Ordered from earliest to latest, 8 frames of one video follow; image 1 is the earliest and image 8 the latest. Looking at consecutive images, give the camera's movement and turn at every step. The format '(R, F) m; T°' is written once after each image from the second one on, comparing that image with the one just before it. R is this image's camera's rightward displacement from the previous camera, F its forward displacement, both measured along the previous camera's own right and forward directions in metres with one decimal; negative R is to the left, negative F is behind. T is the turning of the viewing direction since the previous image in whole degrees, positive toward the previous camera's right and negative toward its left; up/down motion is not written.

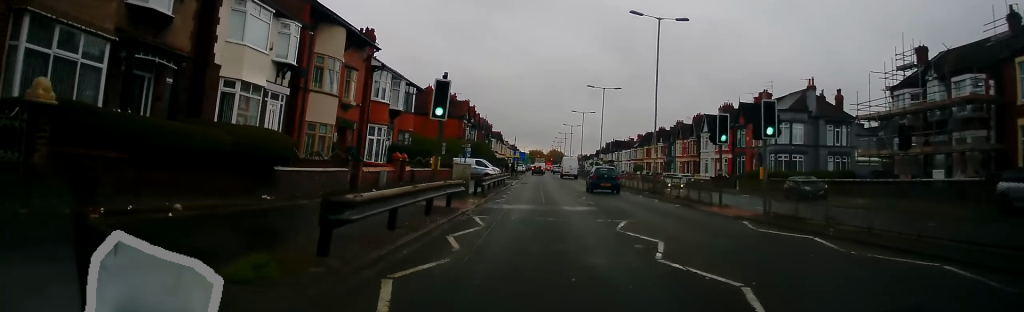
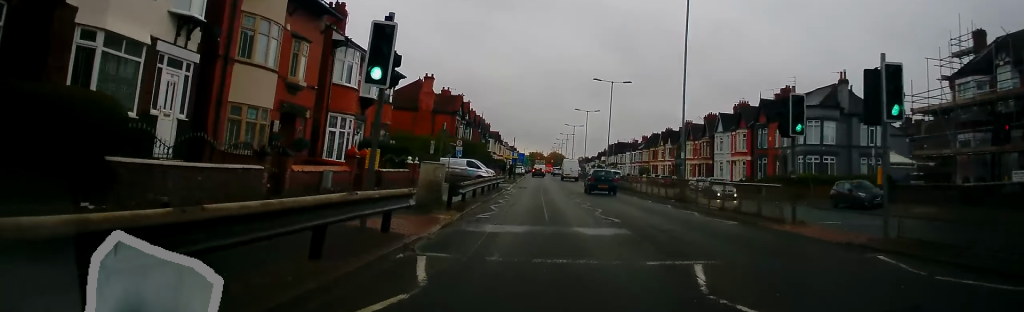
(0.0, +6.5) m; +1°
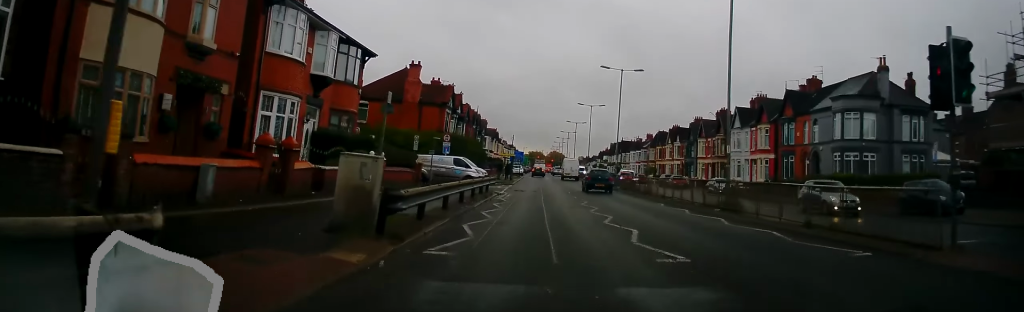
(+0.5, +6.8) m; +1°
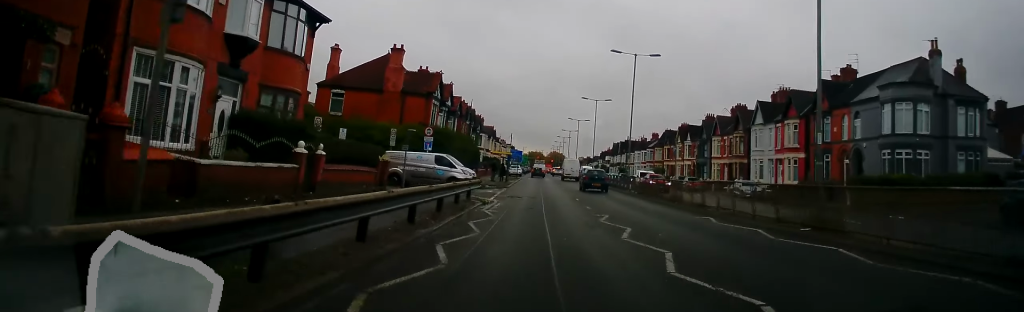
(-0.1, +7.1) m; -1°
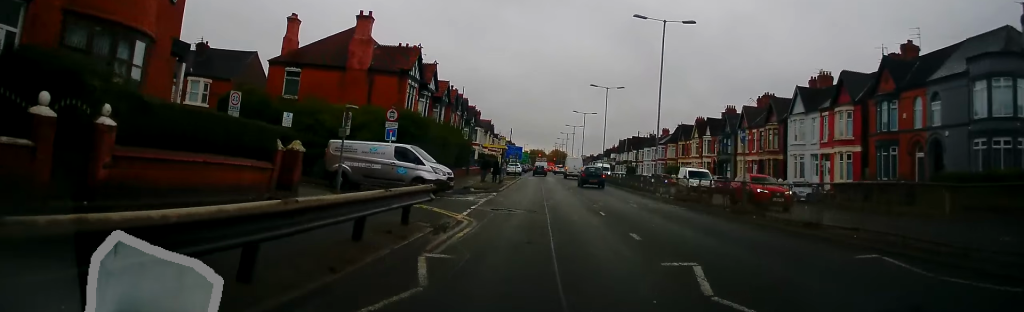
(-0.3, +9.7) m; -1°
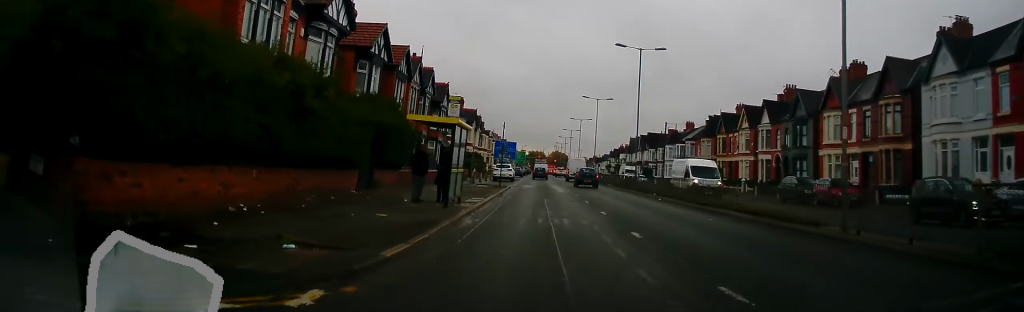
(+0.6, +21.9) m; +1°
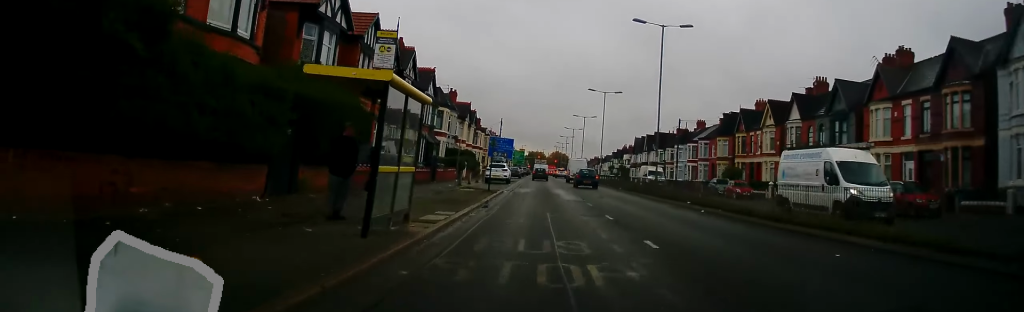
(-0.3, +7.4) m; 0°
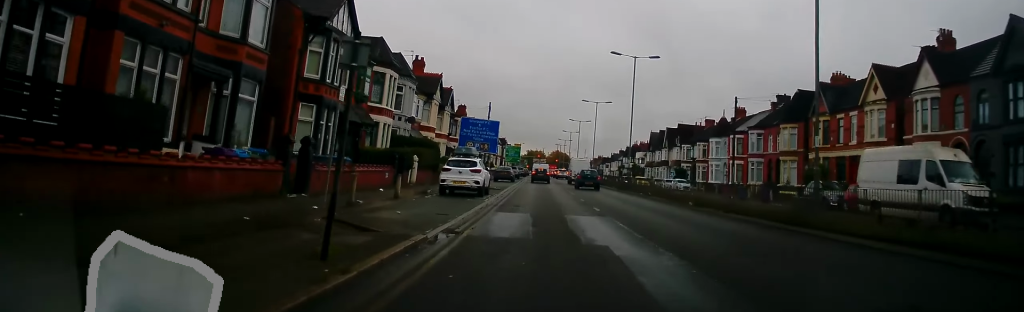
(0.0, +21.0) m; -1°
